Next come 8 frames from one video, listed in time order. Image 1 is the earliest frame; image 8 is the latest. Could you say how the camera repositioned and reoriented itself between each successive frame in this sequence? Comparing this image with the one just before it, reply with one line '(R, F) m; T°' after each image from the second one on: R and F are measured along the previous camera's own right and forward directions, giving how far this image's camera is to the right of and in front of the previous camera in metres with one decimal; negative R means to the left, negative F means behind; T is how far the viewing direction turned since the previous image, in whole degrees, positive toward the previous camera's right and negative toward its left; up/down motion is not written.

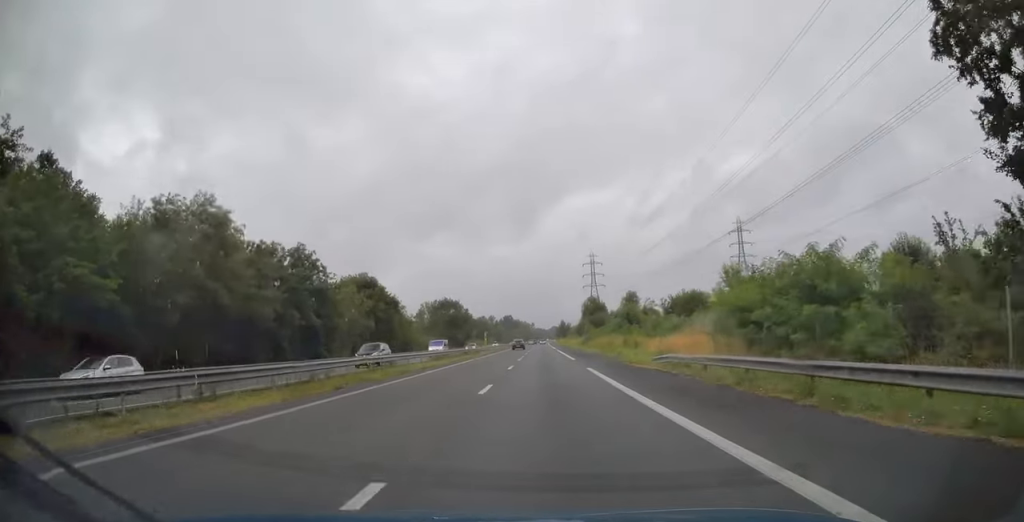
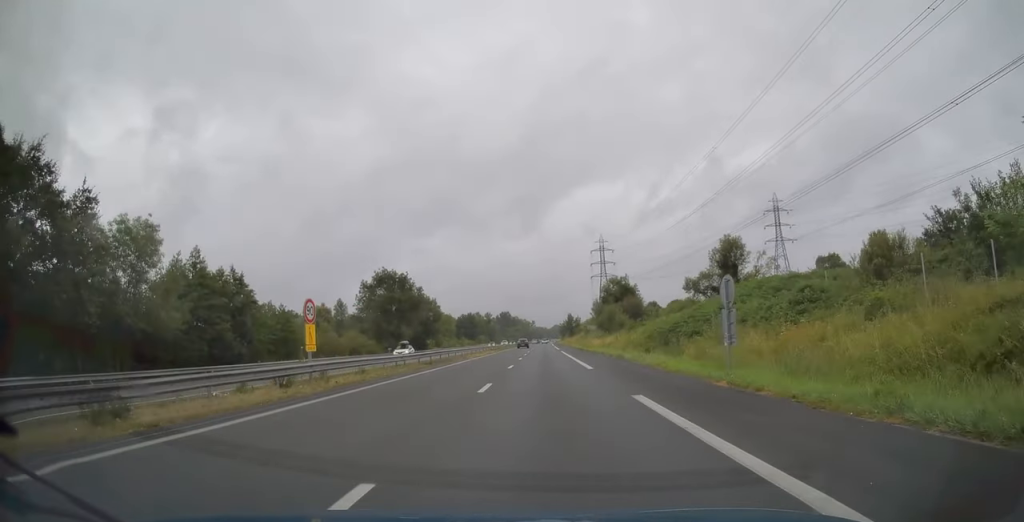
(-0.2, +65.4) m; 0°
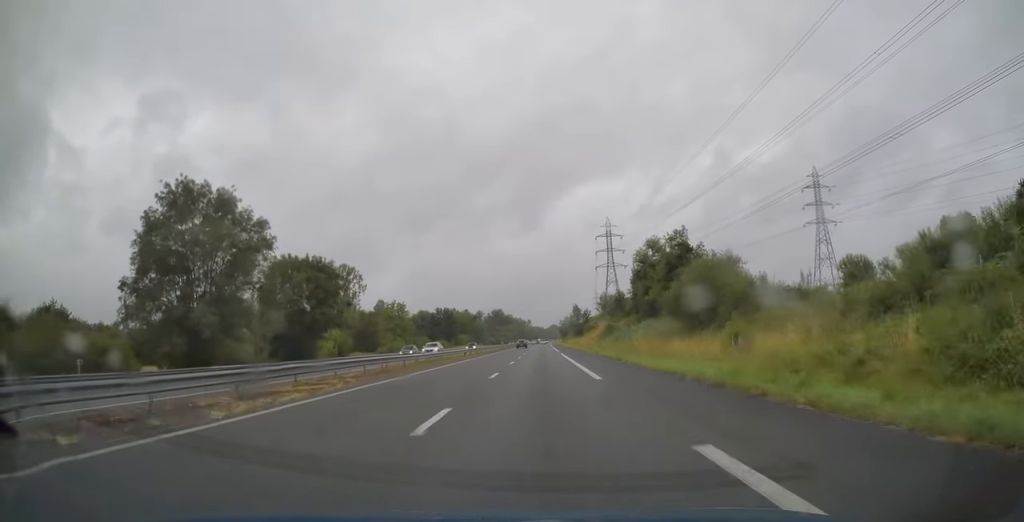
(+0.3, +59.0) m; 0°
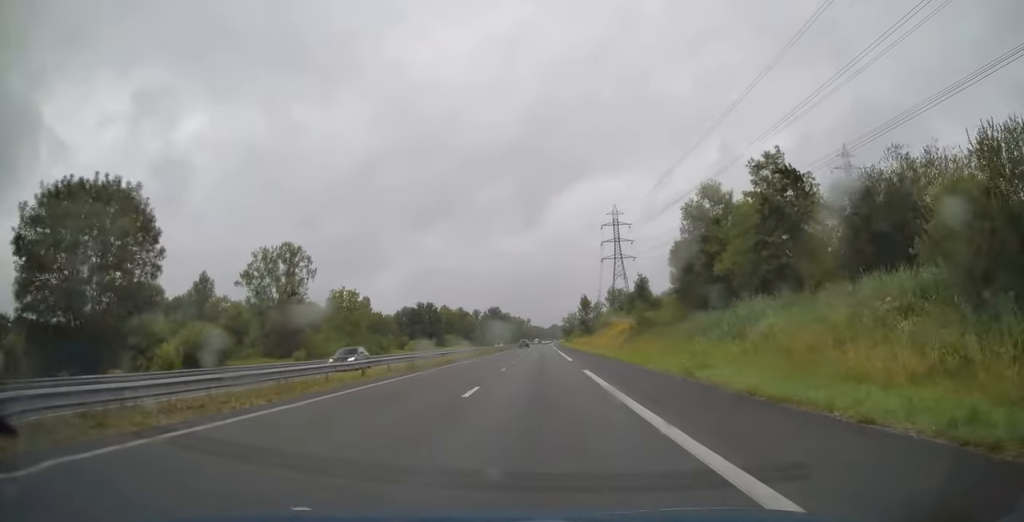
(-0.3, +33.4) m; 0°
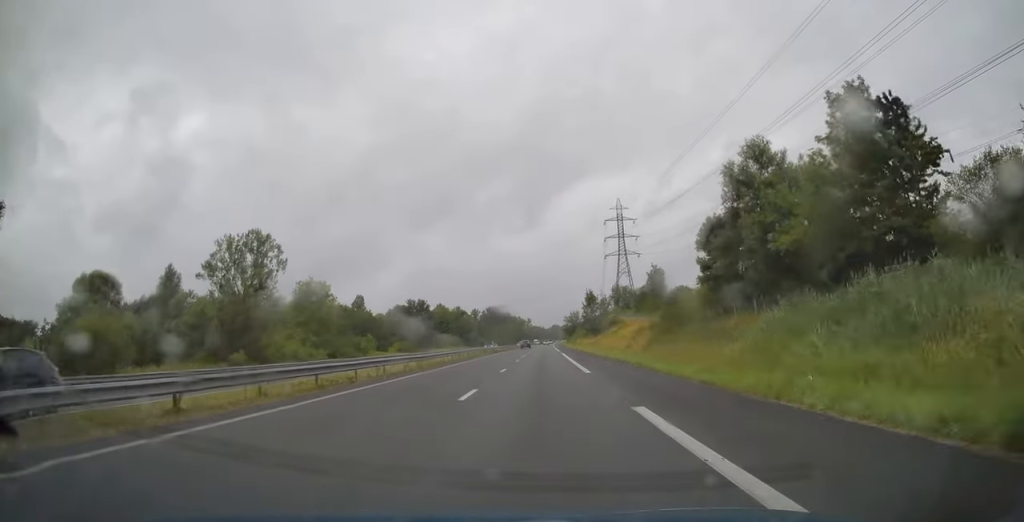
(0.0, +14.0) m; 0°
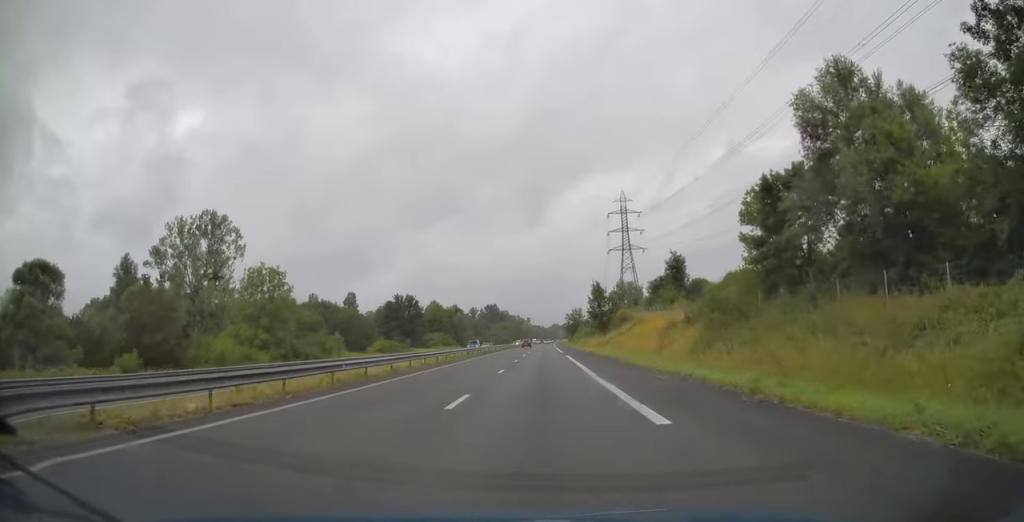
(0.0, +15.1) m; 0°
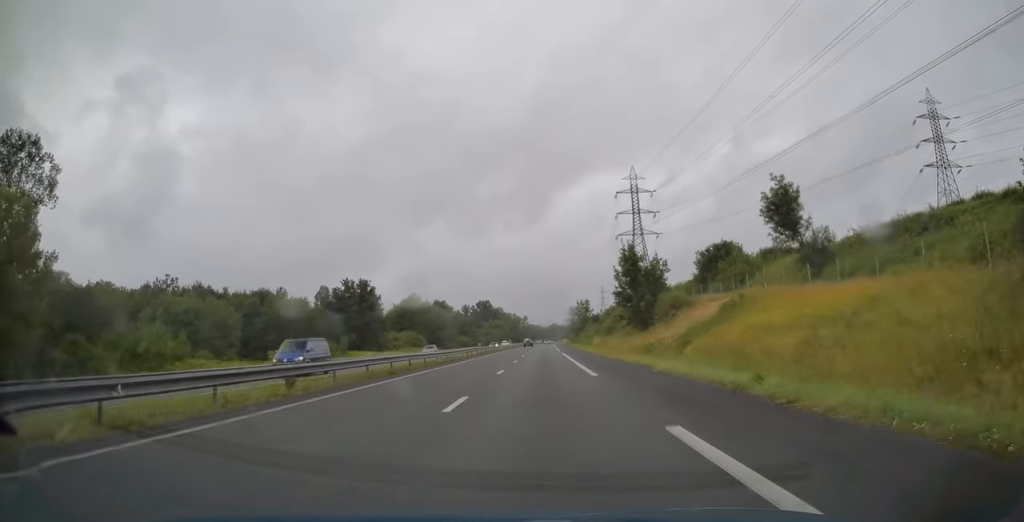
(+0.1, +39.9) m; 0°
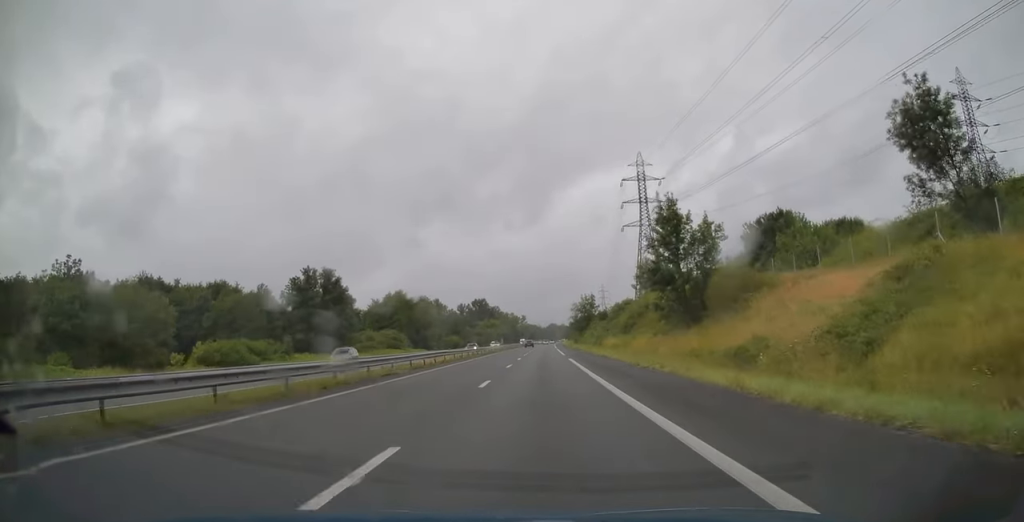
(0.0, +20.0) m; 0°
